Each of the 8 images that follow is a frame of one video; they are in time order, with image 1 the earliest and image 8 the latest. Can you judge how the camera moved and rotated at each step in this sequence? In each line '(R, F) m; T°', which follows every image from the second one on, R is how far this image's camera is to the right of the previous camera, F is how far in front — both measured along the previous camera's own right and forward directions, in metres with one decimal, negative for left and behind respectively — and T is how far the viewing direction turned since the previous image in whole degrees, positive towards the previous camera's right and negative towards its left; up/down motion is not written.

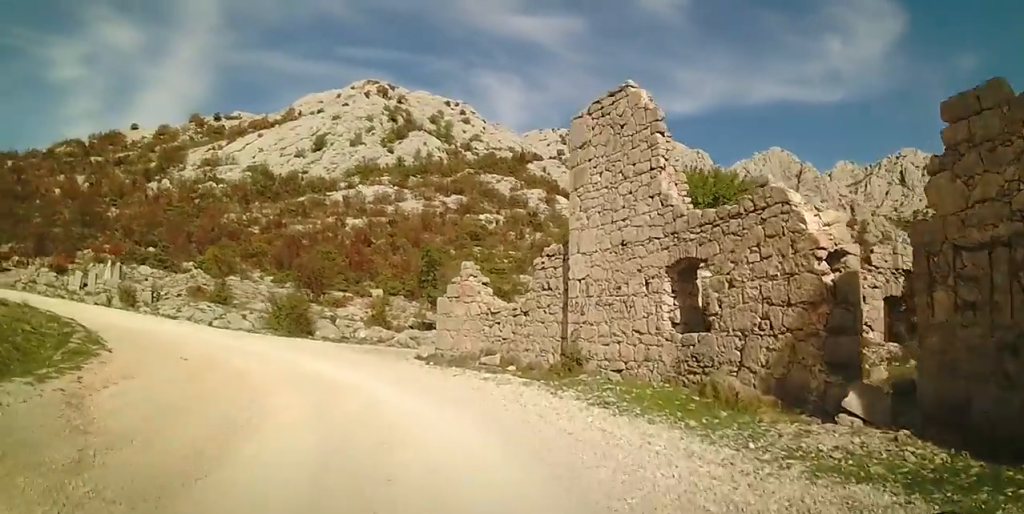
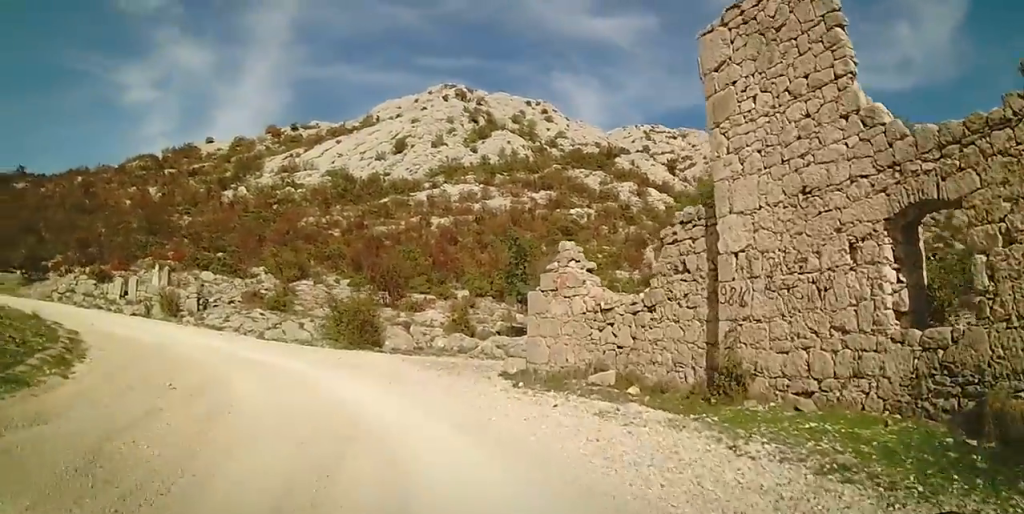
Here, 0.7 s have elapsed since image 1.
(0.0, +4.1) m; -11°
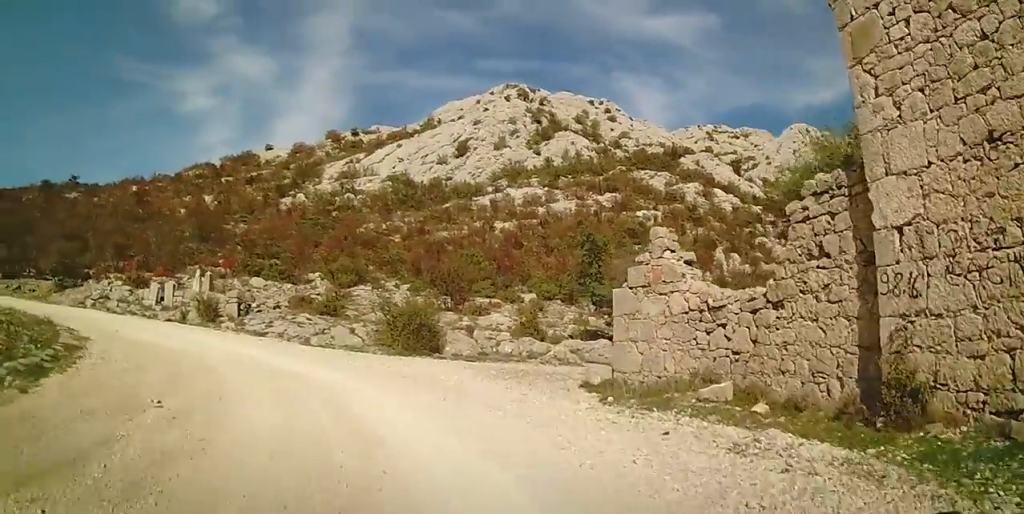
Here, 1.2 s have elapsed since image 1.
(-0.5, +2.5) m; -5°
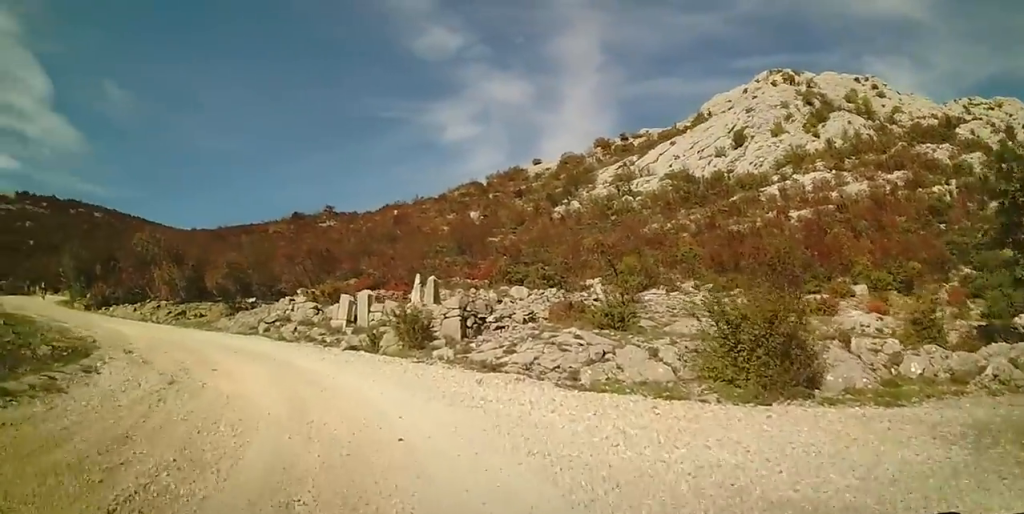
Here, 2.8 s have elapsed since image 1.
(-1.4, +9.7) m; -24°
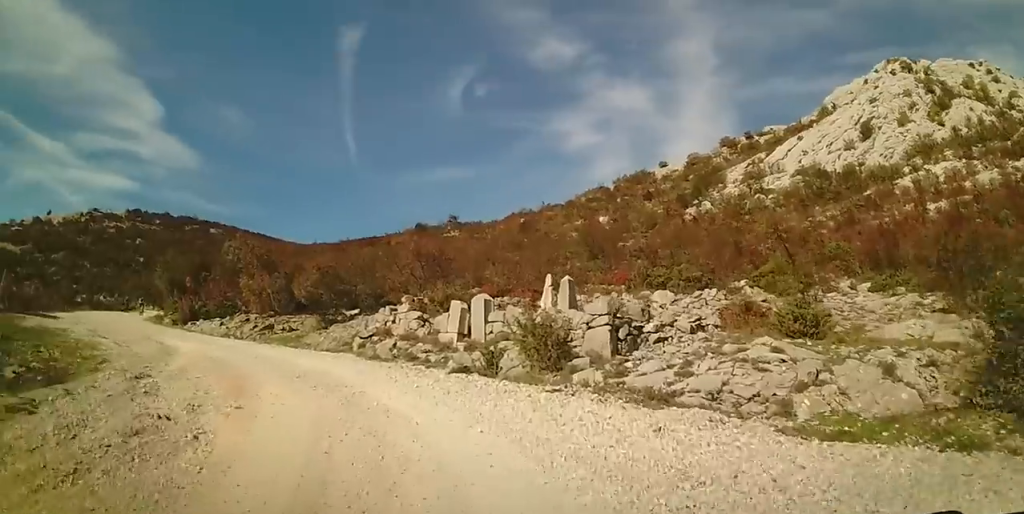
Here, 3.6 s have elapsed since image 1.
(-0.9, +4.2) m; -19°
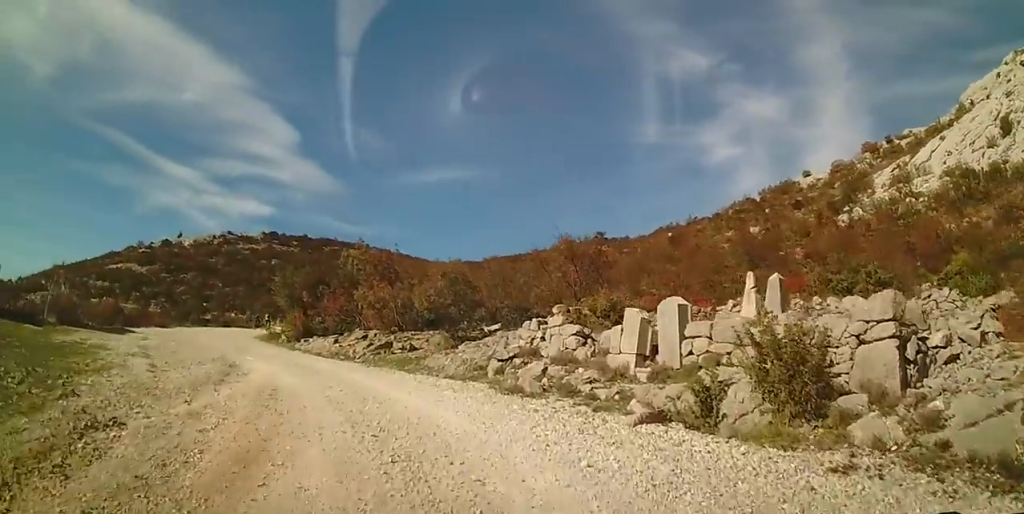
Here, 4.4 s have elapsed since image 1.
(-0.9, +4.5) m; -16°
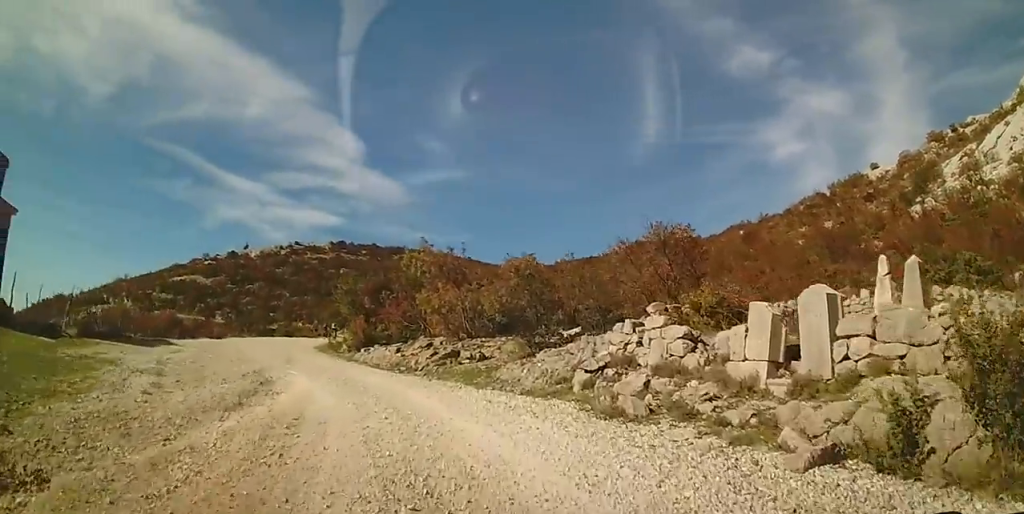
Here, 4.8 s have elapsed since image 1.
(-0.1, +2.4) m; -7°
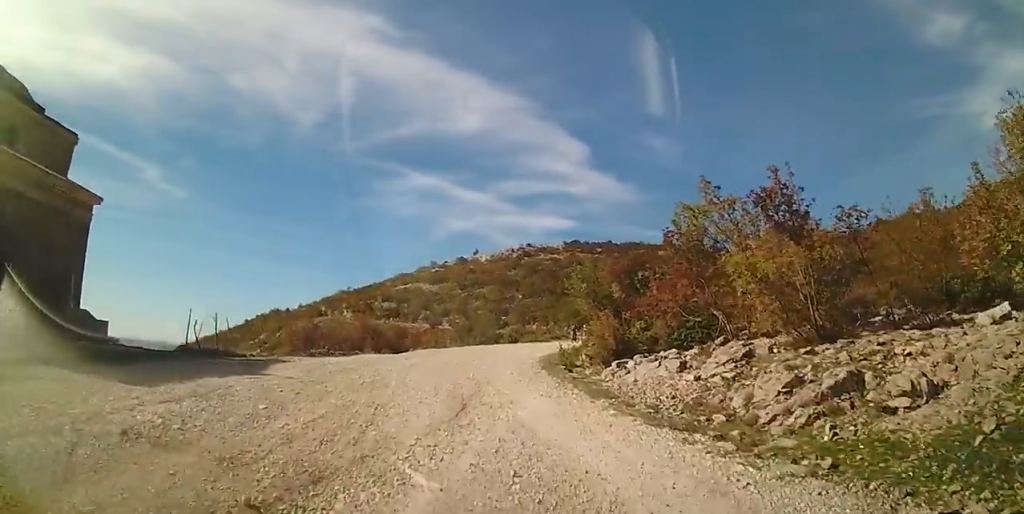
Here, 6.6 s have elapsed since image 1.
(-1.7, +9.7) m; -21°
